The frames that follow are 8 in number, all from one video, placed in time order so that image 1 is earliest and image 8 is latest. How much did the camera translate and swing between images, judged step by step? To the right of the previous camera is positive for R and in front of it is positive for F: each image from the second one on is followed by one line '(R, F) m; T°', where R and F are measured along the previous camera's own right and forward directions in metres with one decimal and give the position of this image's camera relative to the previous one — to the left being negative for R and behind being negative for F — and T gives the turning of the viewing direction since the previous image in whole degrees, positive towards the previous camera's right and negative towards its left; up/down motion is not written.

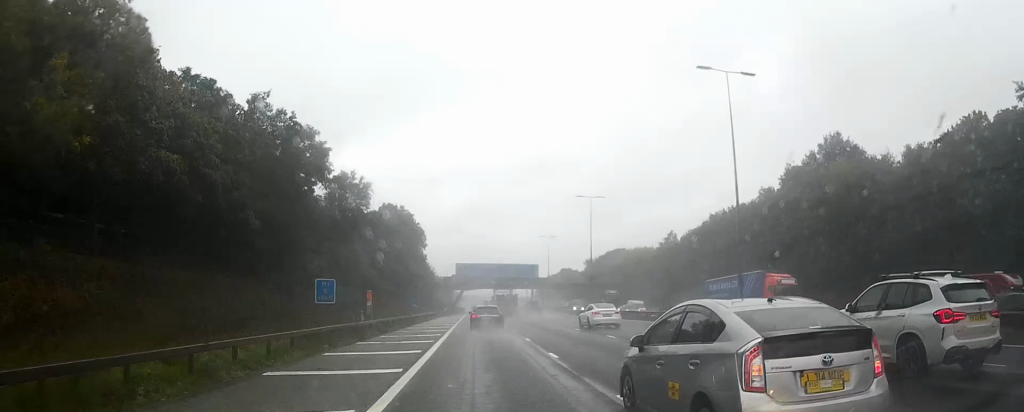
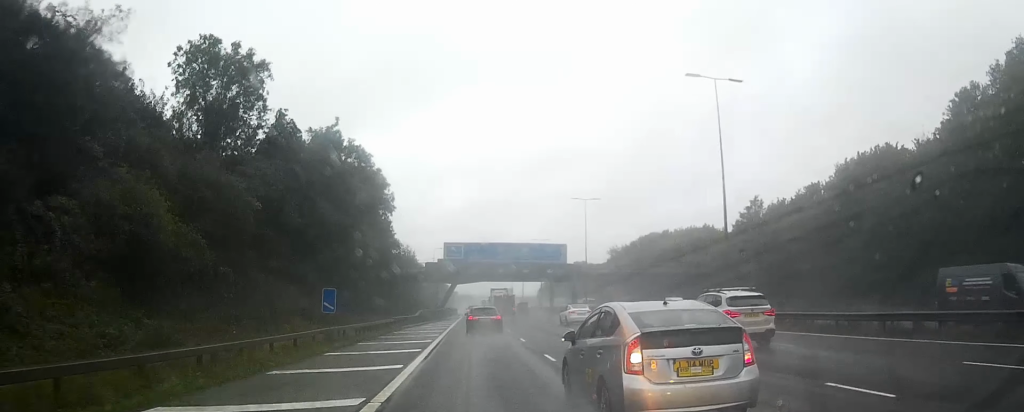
(-0.3, +44.1) m; 0°
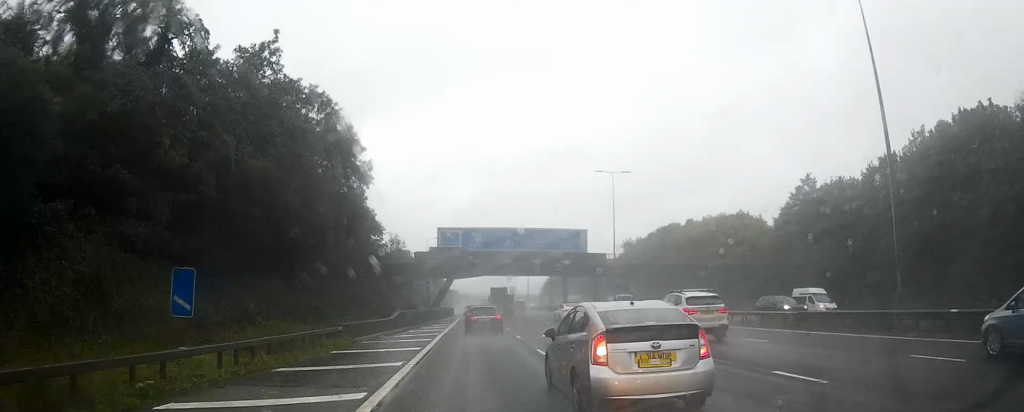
(+0.1, +16.3) m; 0°
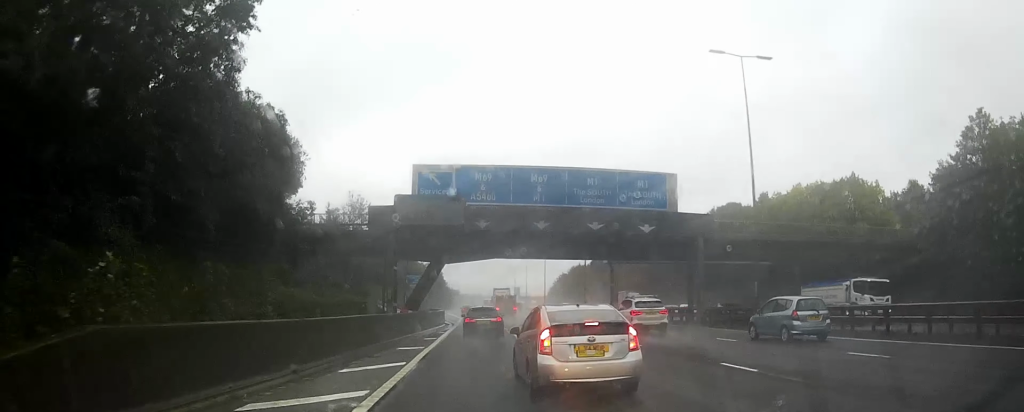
(-0.1, +33.0) m; 0°
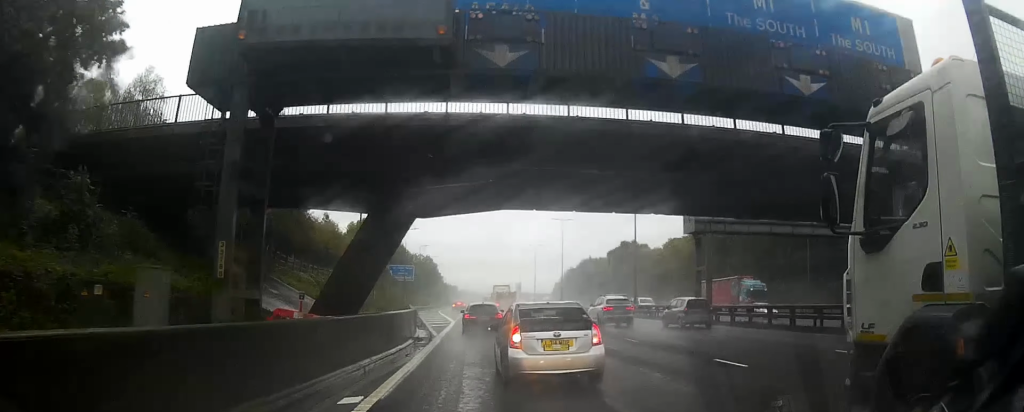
(+0.1, +26.5) m; 0°
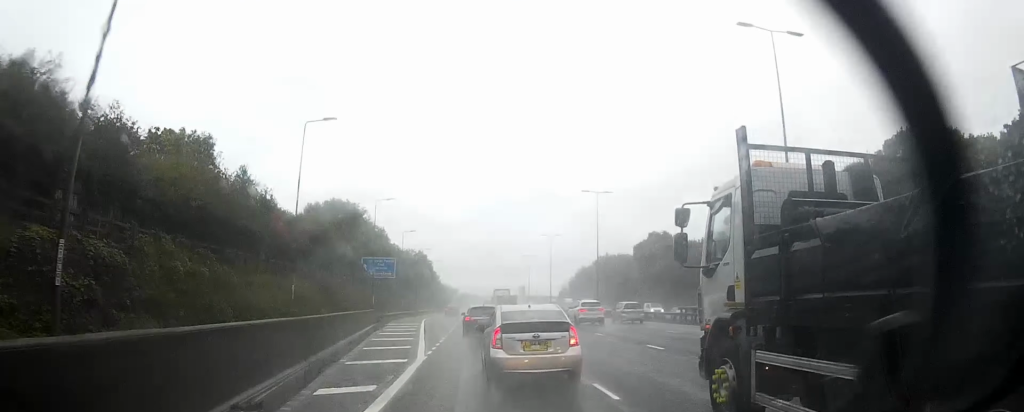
(-0.1, +29.6) m; -1°
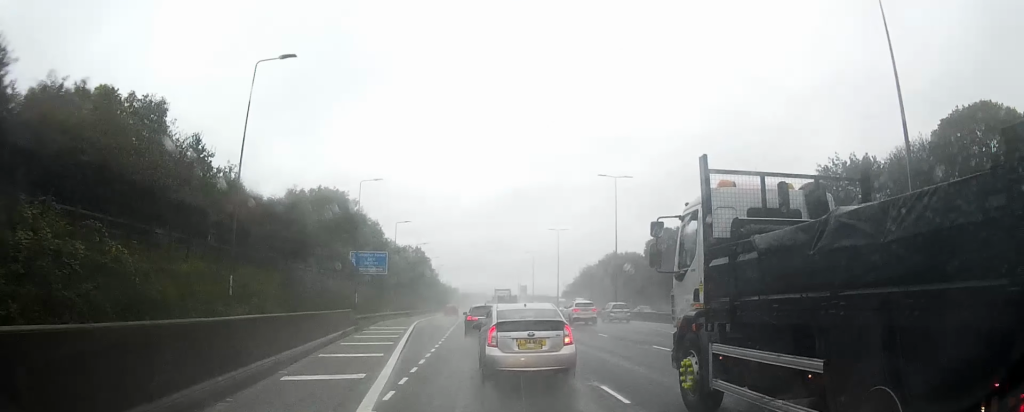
(0.0, +9.5) m; 0°
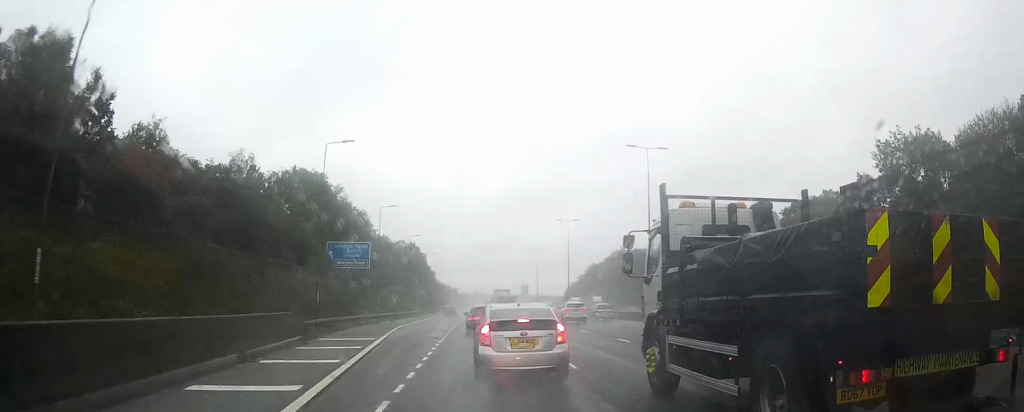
(+0.1, +13.0) m; 0°
